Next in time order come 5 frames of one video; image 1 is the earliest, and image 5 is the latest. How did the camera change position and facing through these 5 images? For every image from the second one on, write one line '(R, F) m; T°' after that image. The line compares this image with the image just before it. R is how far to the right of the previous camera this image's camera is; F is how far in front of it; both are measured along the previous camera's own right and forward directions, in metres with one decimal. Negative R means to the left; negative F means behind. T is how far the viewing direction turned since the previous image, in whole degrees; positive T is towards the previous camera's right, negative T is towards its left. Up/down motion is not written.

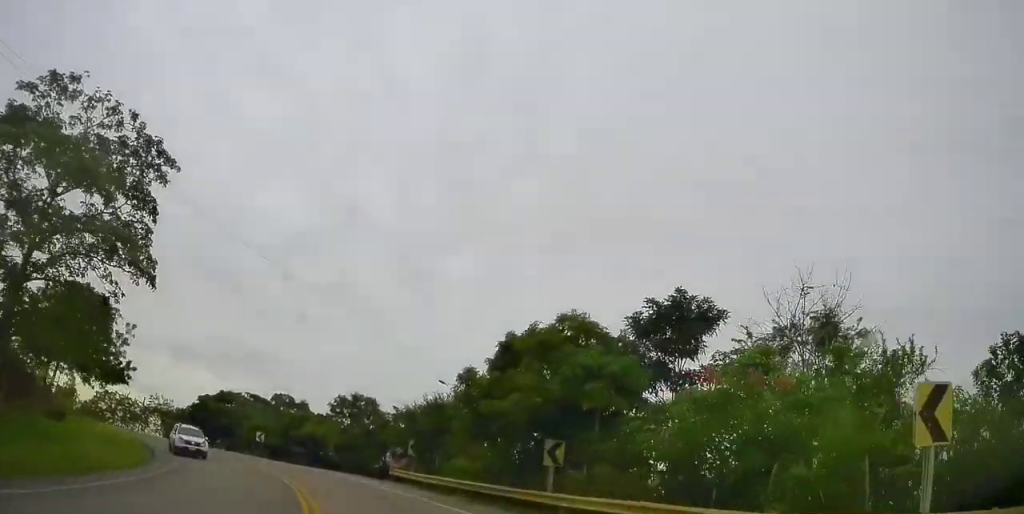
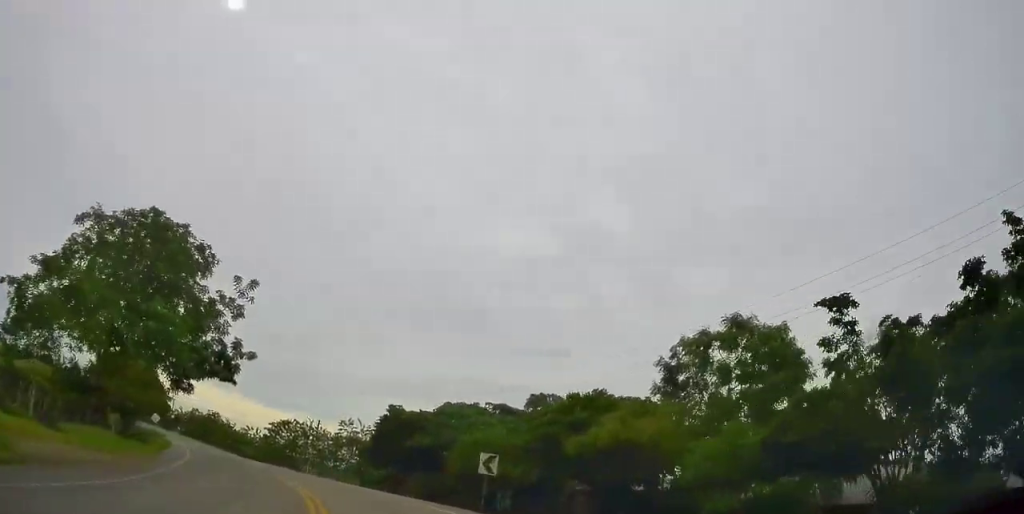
(-4.4, +30.0) m; -22°
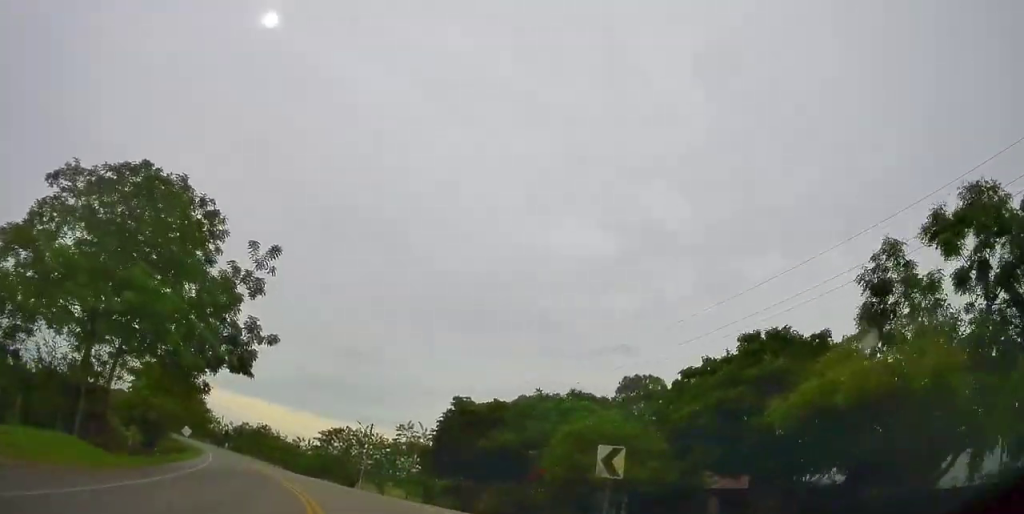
(-0.6, +7.7) m; -7°
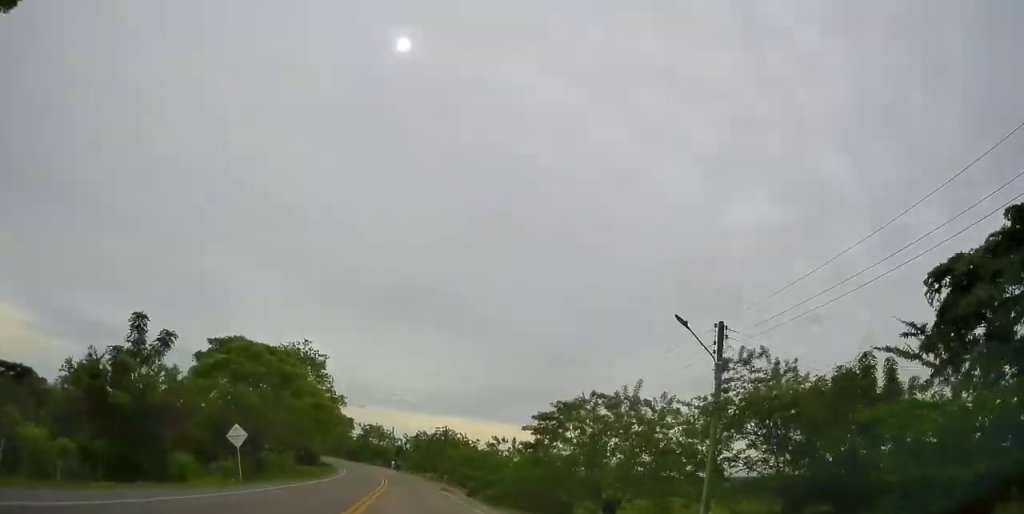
(-6.6, +29.6) m; -23°
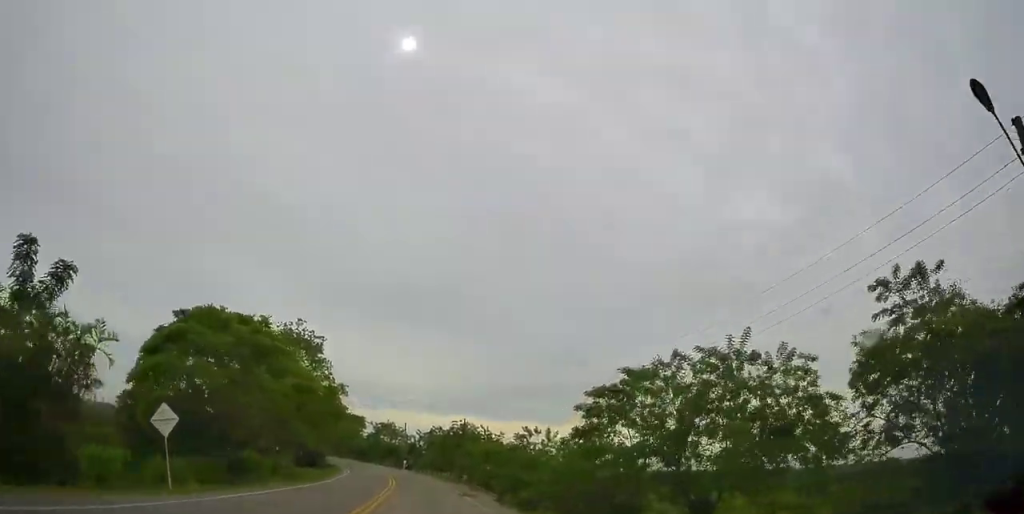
(-0.3, +8.1) m; -5°
